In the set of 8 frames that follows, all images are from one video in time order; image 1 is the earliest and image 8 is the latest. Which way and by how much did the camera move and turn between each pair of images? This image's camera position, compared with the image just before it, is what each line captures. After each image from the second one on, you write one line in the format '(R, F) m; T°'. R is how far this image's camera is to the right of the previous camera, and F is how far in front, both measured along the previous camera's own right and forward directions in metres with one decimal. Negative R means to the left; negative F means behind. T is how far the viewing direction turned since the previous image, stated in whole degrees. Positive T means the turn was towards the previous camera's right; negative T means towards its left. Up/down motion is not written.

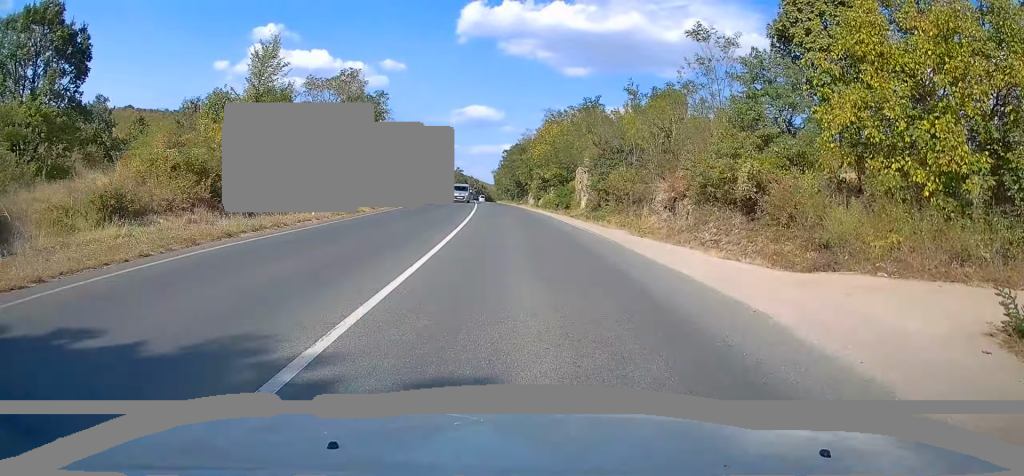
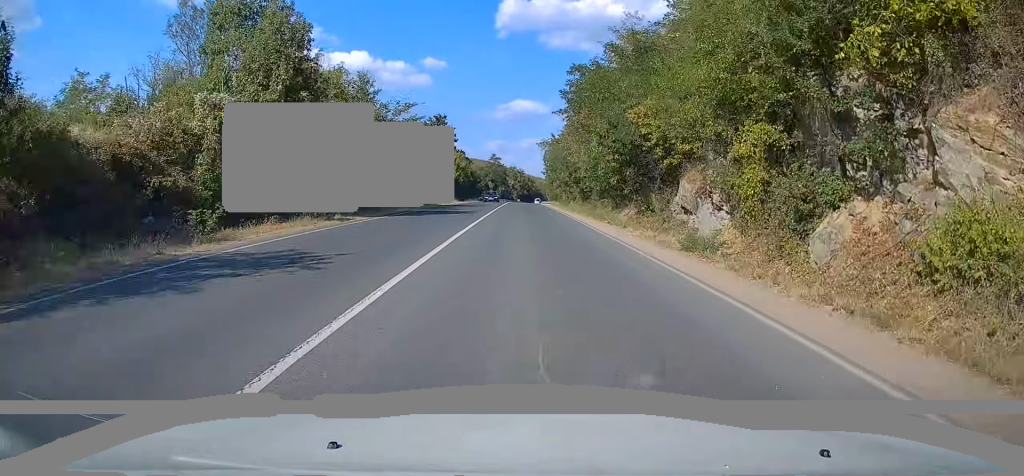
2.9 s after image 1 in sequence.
(-4.0, +69.2) m; -5°
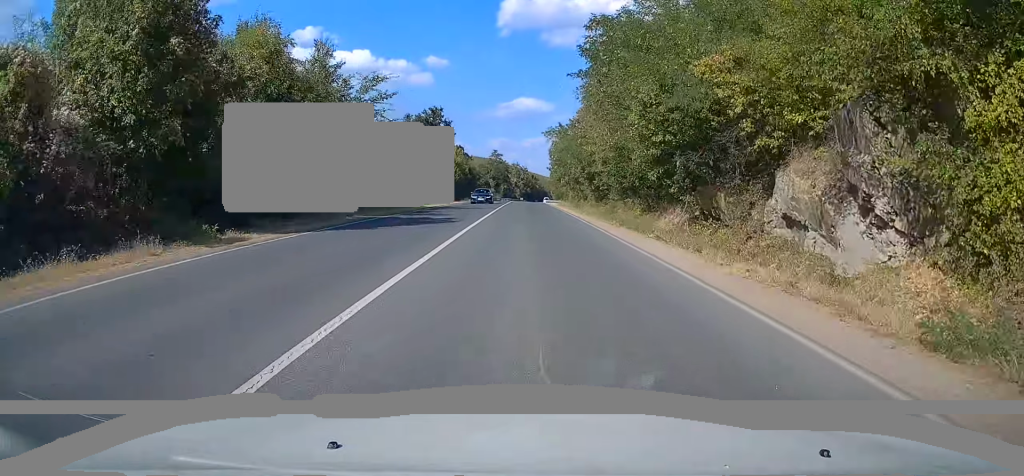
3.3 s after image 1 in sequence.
(+0.1, +10.3) m; 0°
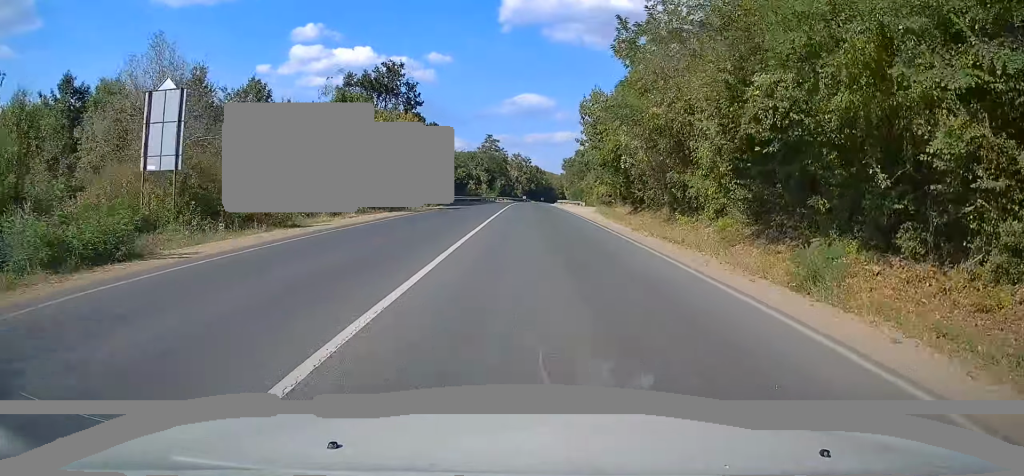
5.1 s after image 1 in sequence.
(-0.3, +42.1) m; -1°
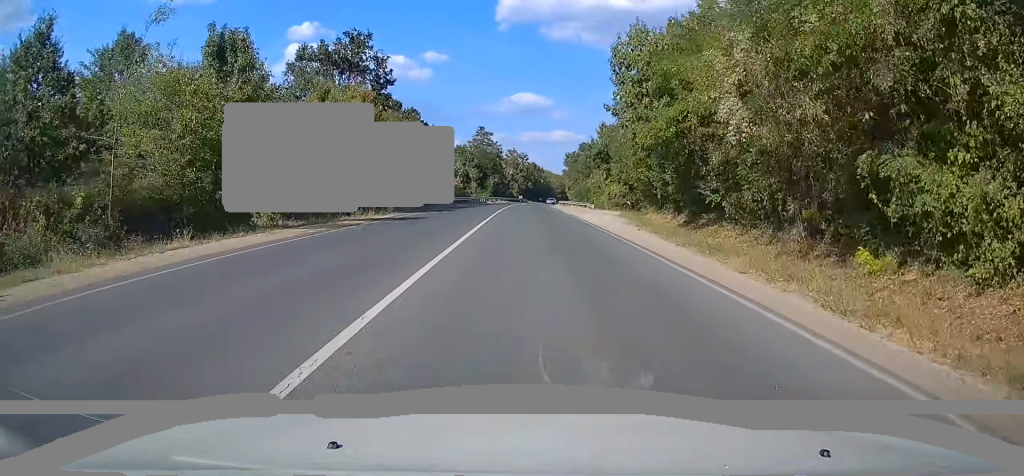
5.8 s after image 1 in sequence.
(-0.2, +15.9) m; 0°
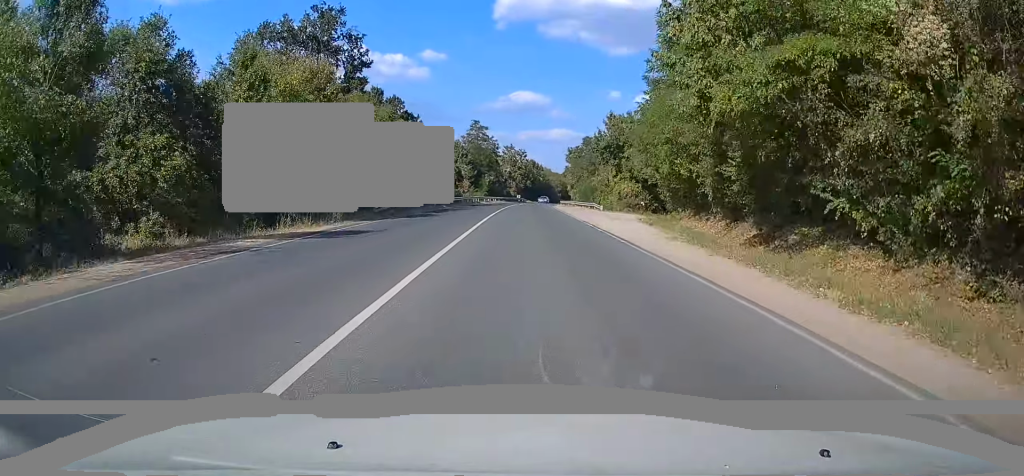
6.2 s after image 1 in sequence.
(+0.1, +9.4) m; 0°
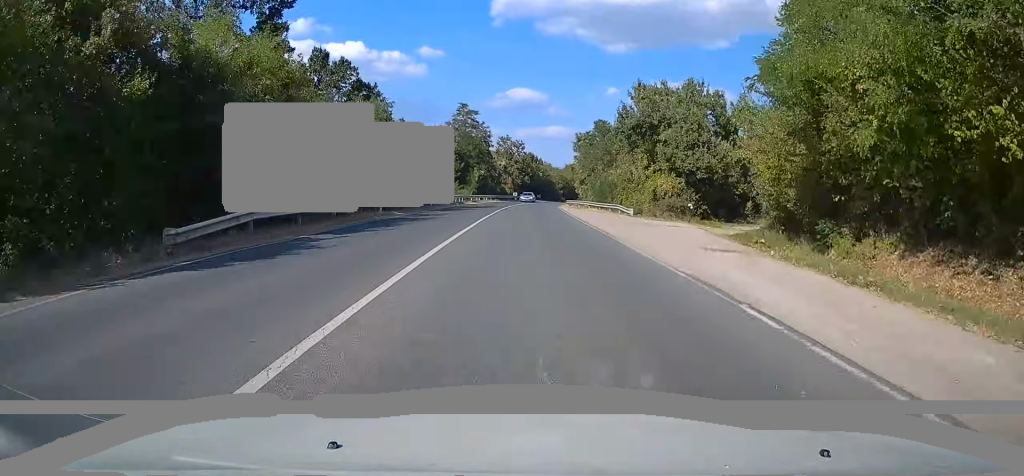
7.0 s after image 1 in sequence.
(+0.2, +18.9) m; +1°
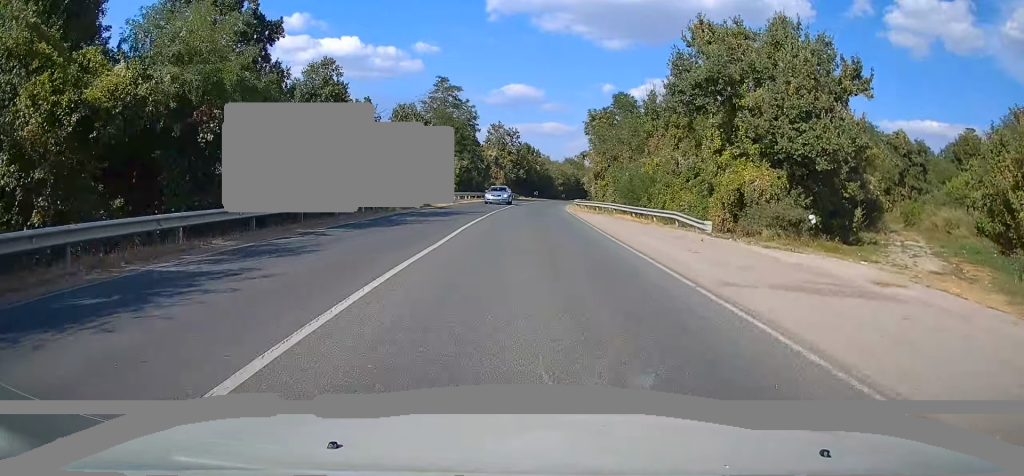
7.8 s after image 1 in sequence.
(0.0, +19.7) m; 0°
